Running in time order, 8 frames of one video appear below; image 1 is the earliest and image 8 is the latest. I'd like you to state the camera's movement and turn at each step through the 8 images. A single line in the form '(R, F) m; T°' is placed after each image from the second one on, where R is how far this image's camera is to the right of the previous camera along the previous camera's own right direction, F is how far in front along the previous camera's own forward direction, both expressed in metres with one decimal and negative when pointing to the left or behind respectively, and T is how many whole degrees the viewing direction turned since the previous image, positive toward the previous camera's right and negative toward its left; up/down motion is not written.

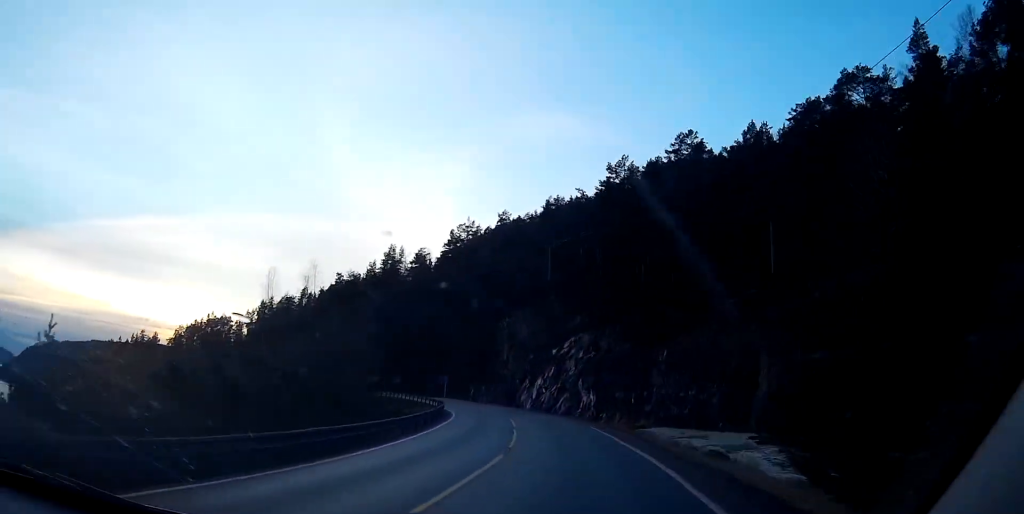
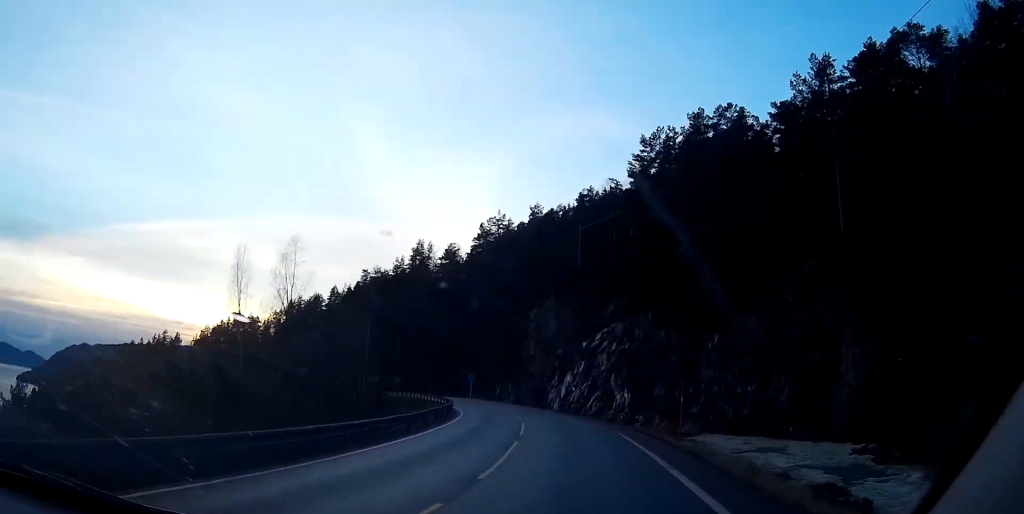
(-0.1, +8.1) m; -2°
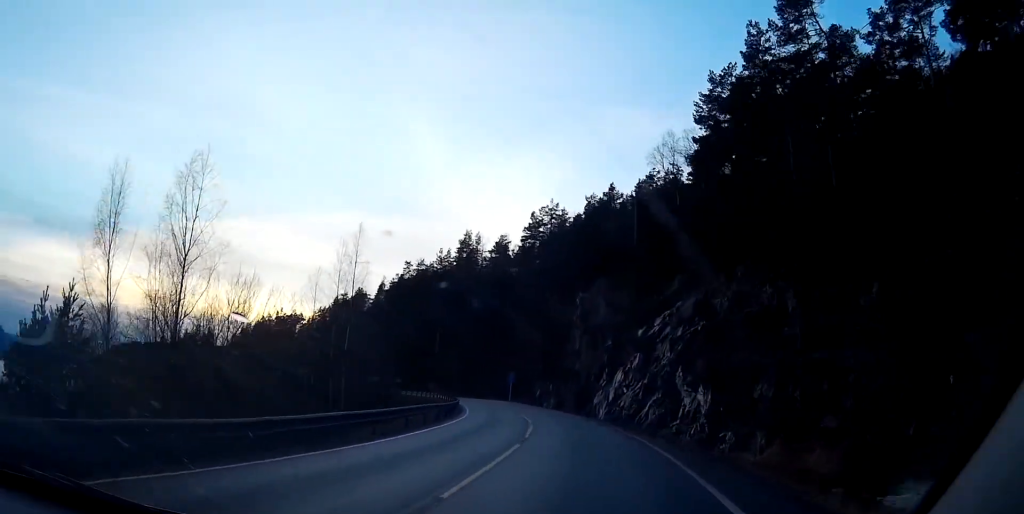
(-0.3, +15.2) m; -3°
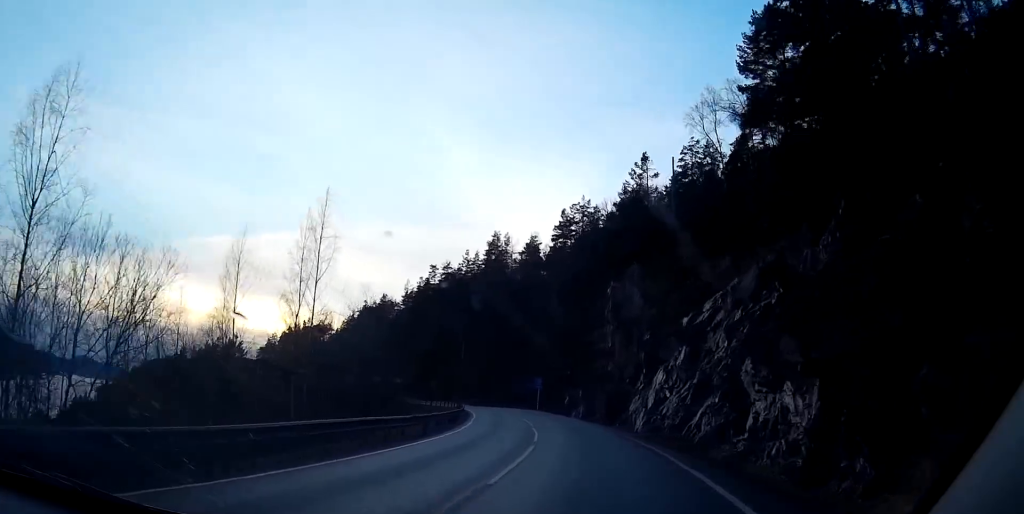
(-0.4, +10.0) m; -2°
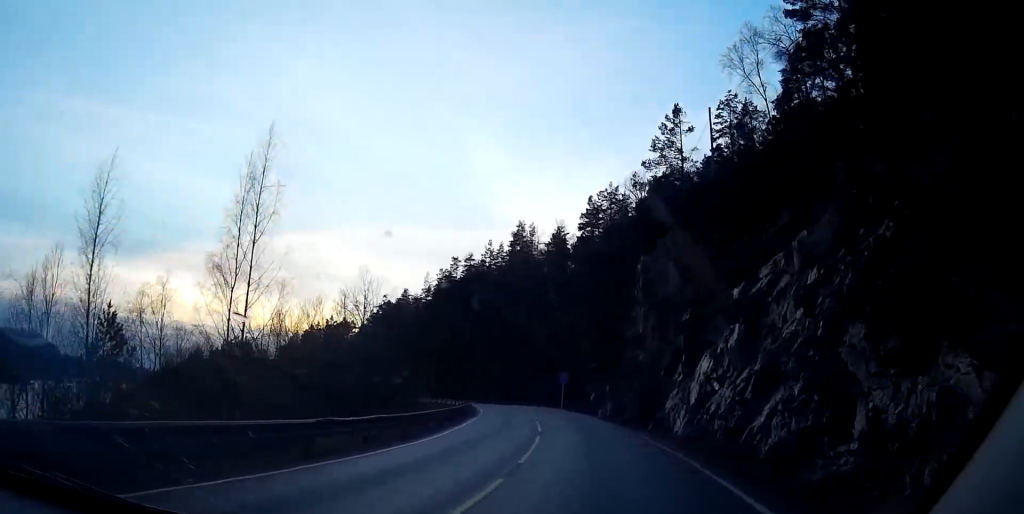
(-0.1, +8.9) m; -2°
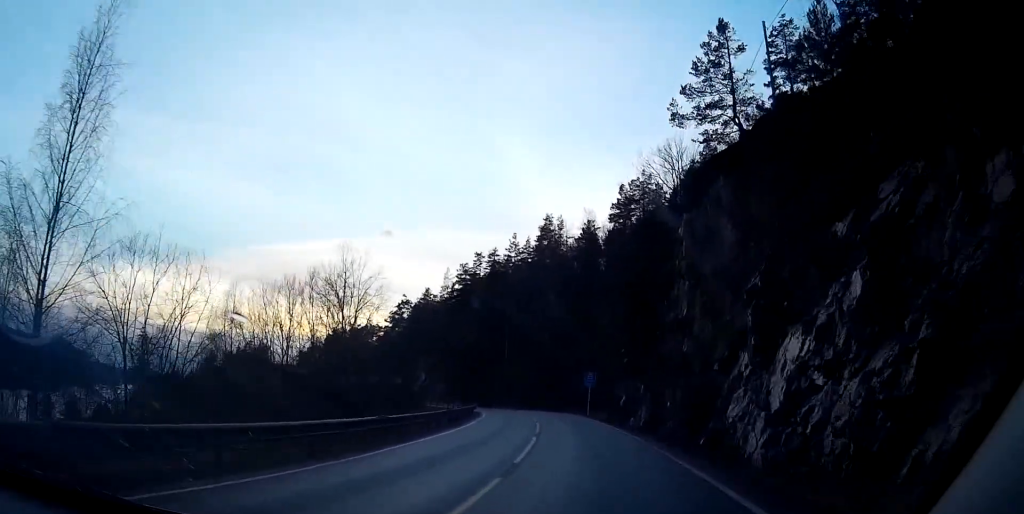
(-0.3, +11.9) m; -3°
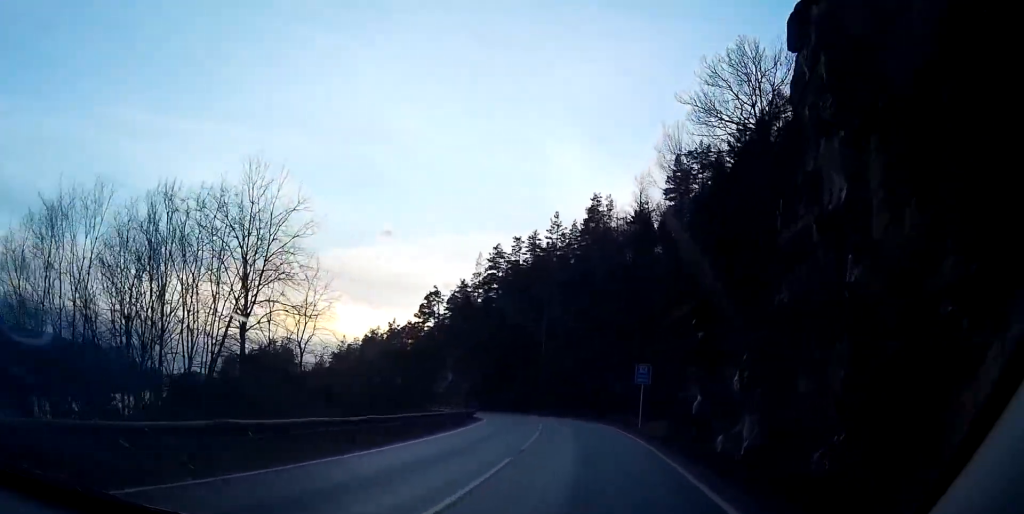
(-0.8, +20.4) m; -4°
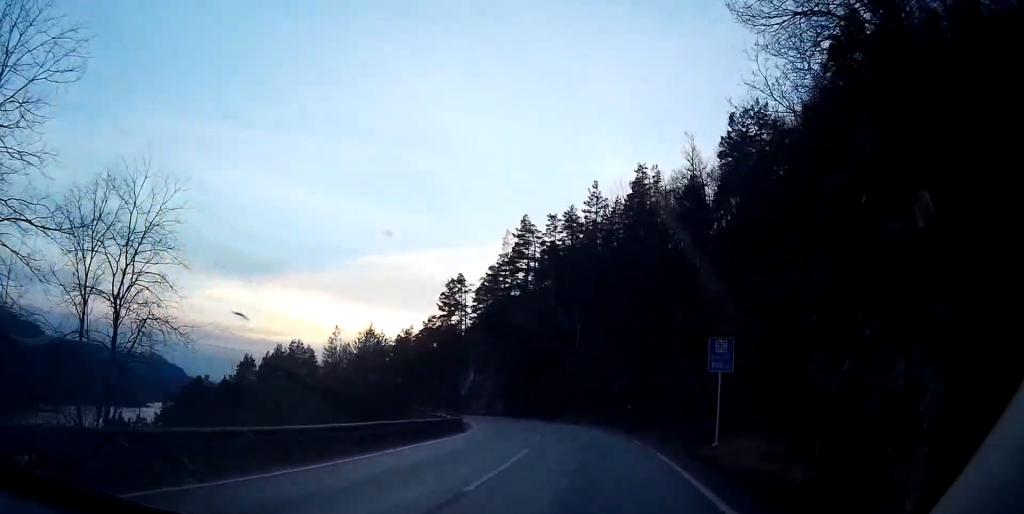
(-0.6, +19.6) m; -4°
